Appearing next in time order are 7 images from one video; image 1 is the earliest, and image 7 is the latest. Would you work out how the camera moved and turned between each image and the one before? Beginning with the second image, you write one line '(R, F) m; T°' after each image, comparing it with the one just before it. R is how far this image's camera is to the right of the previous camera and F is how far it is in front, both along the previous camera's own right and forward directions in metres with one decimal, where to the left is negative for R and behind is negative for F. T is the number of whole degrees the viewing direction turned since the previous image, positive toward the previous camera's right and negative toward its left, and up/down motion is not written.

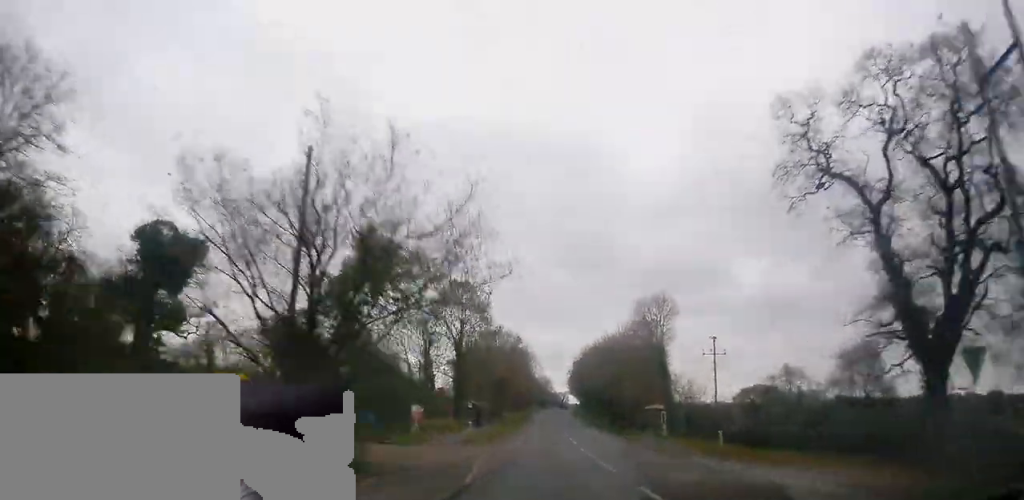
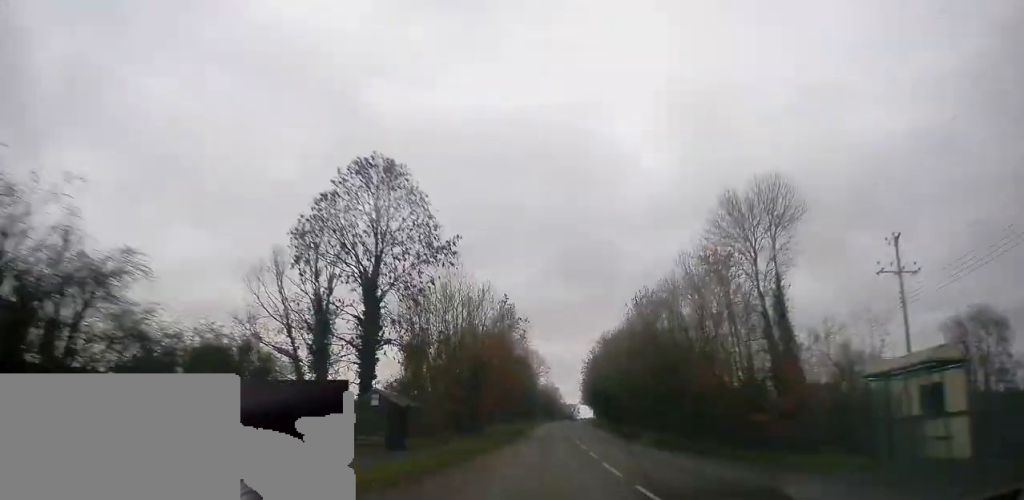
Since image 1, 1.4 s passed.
(-0.2, +32.6) m; -1°
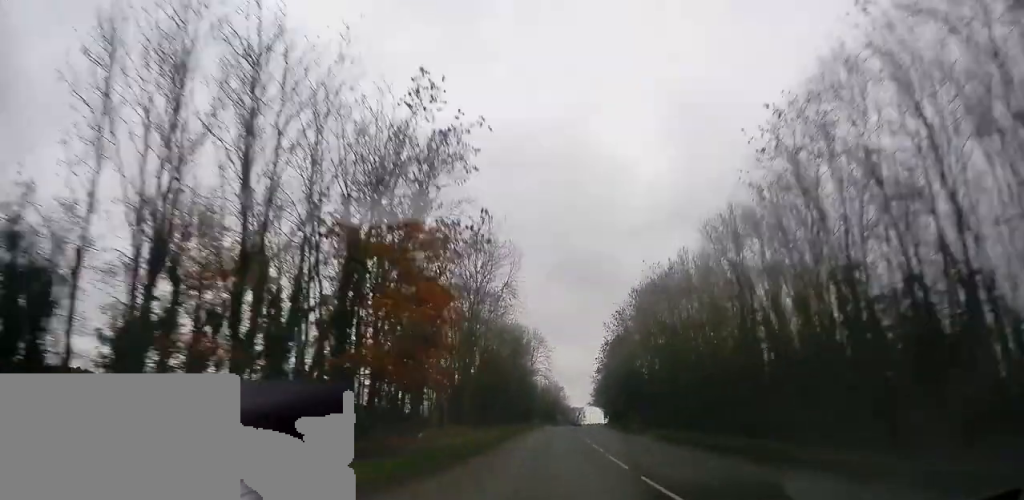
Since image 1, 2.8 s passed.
(-0.4, +33.0) m; 0°
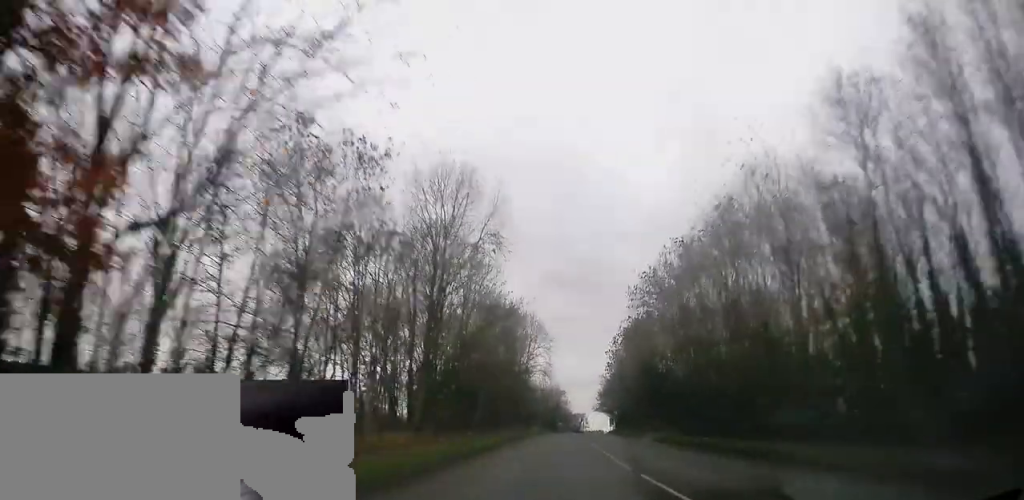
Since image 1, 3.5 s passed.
(+0.1, +15.9) m; 0°
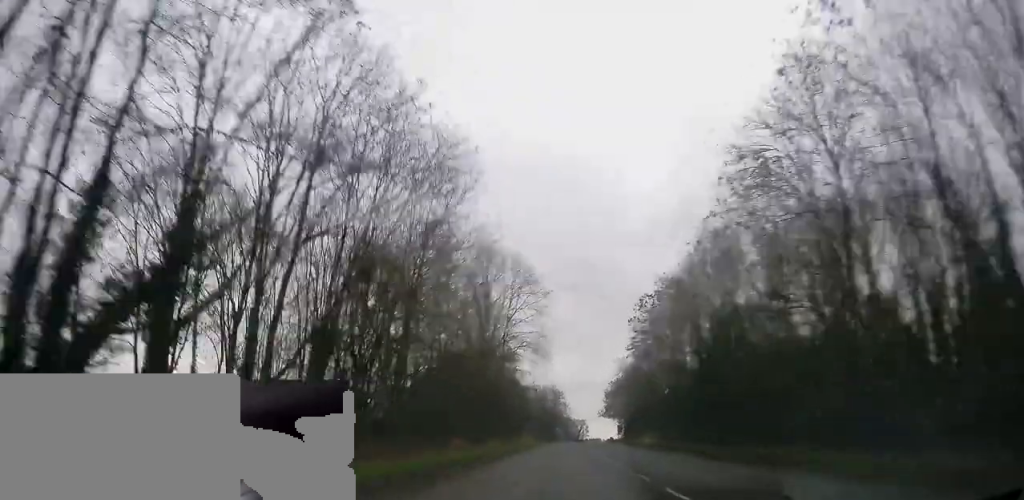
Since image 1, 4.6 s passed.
(+0.1, +27.1) m; 0°
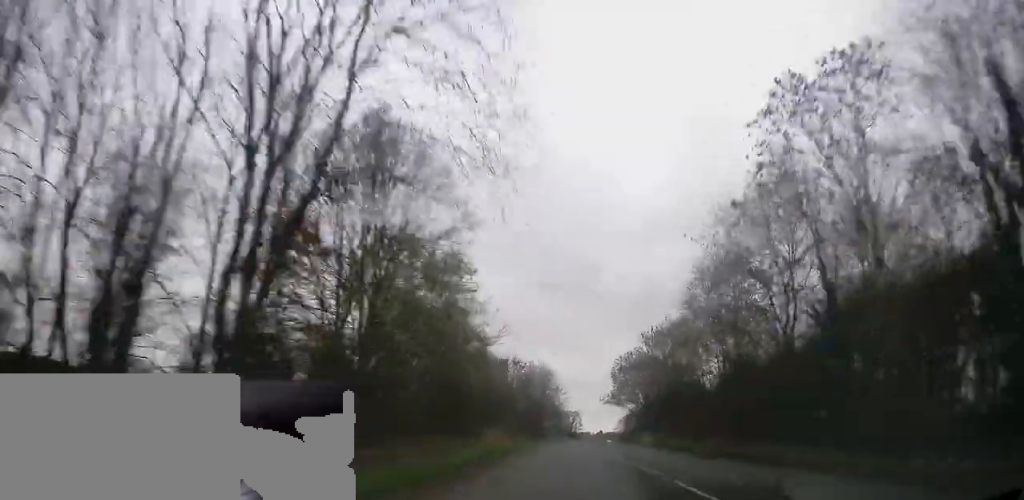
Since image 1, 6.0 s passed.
(-0.2, +33.3) m; +1°
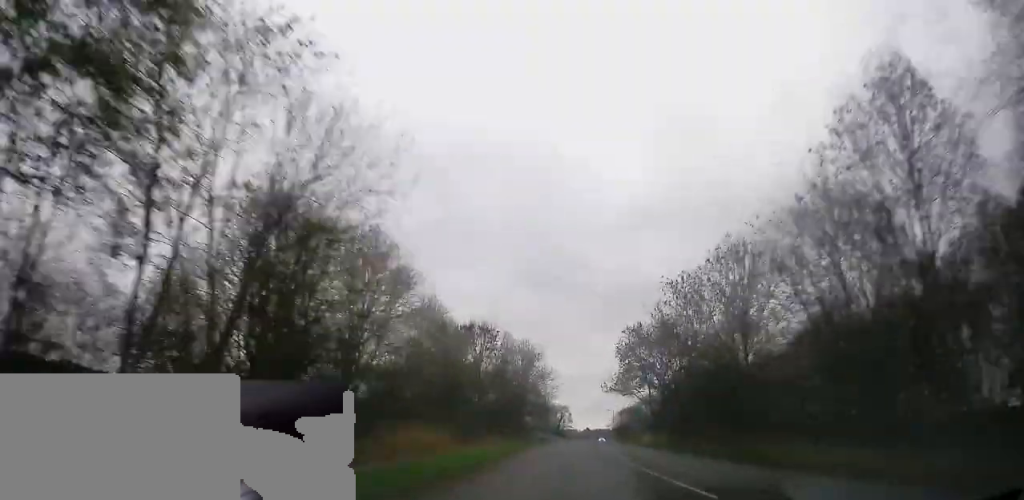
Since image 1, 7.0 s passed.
(+0.5, +23.1) m; 0°
